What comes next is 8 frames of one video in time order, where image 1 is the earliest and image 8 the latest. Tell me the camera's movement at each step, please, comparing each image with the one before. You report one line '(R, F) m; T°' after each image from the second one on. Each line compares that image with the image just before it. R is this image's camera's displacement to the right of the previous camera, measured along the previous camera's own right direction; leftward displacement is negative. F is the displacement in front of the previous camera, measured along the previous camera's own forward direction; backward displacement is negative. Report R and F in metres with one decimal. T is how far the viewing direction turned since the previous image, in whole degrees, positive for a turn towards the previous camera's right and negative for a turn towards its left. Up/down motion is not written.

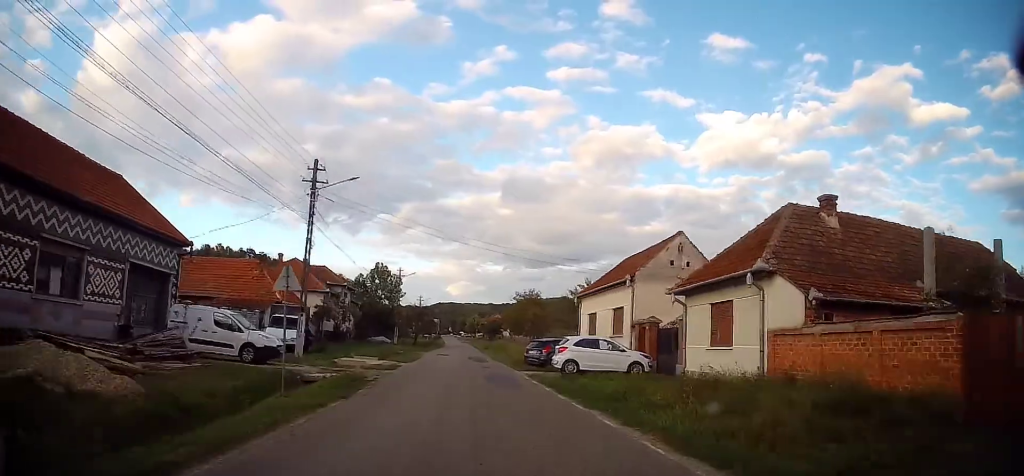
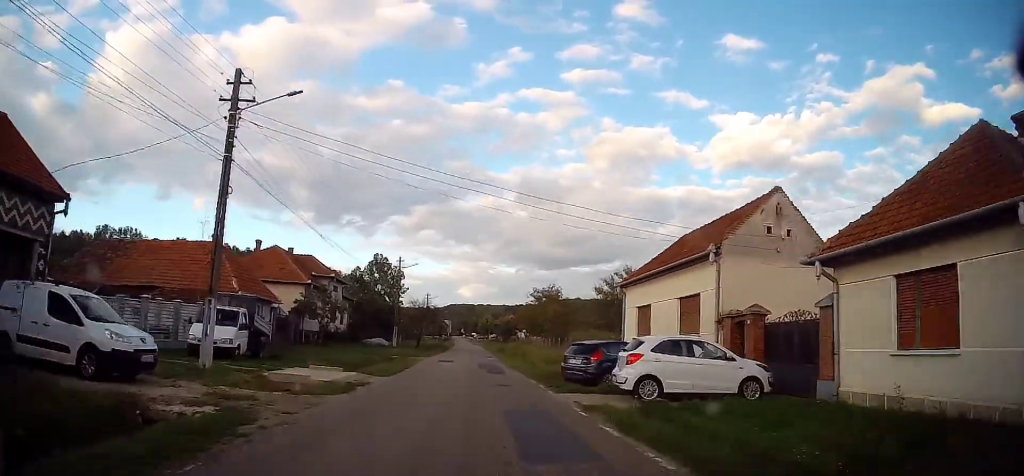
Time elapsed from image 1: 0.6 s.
(-0.5, +8.4) m; -2°
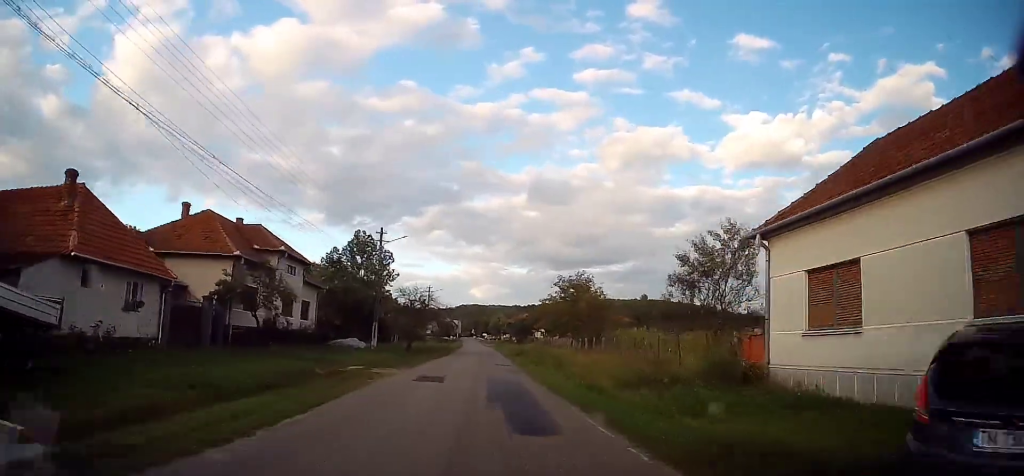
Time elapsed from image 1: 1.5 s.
(-0.4, +13.8) m; -2°
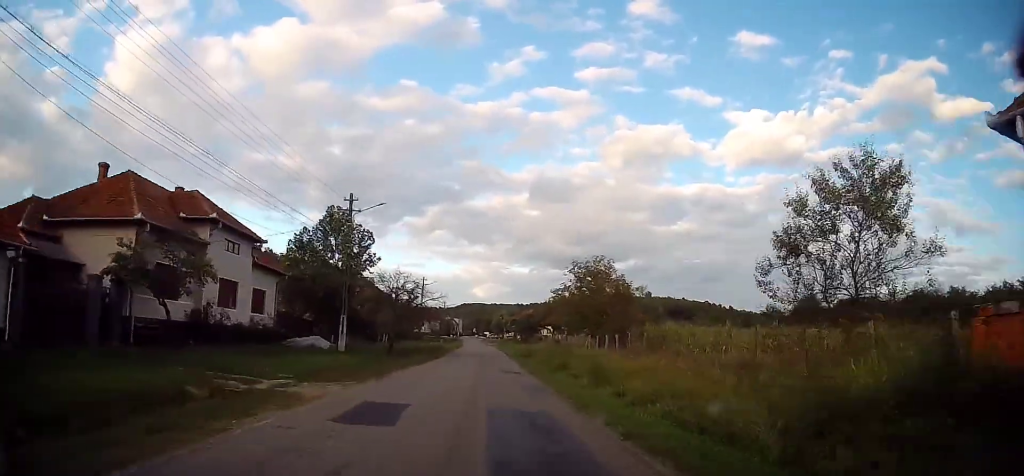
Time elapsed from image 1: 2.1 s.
(0.0, +8.6) m; 0°
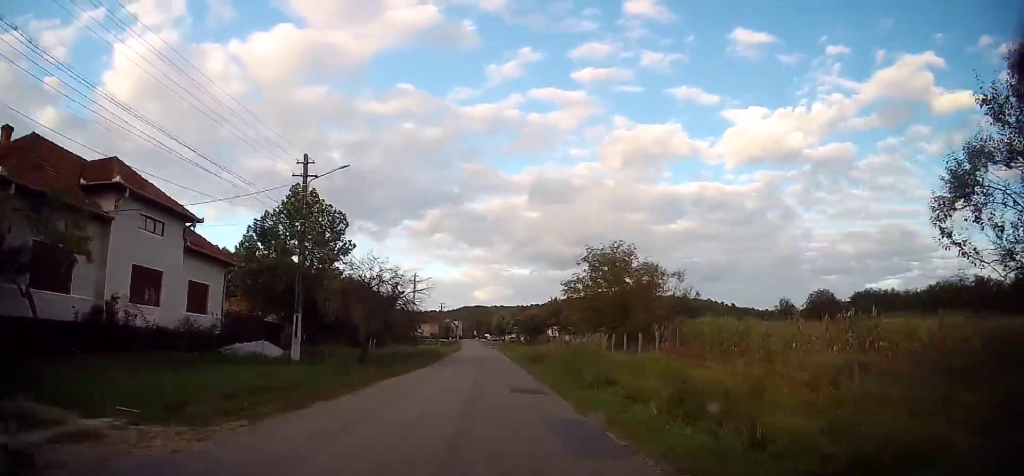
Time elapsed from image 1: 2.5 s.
(0.0, +7.0) m; -1°
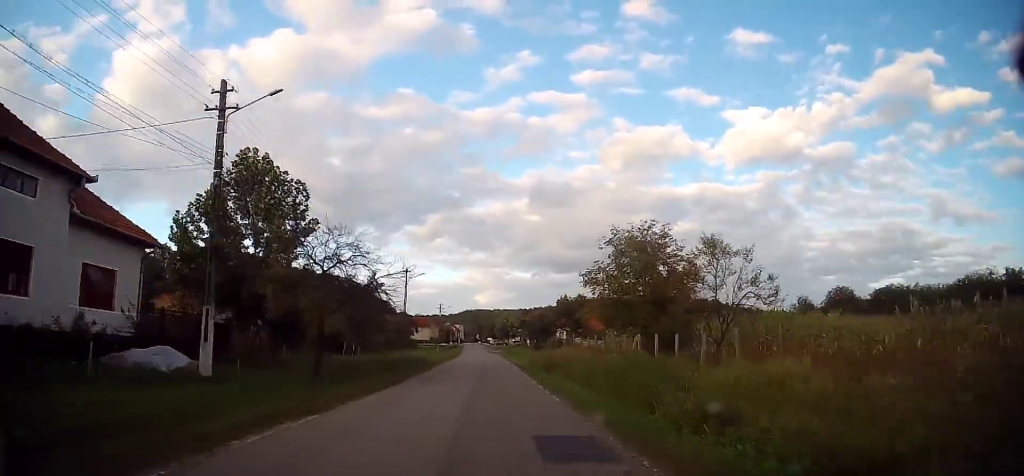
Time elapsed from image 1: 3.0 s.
(+0.1, +7.3) m; -1°
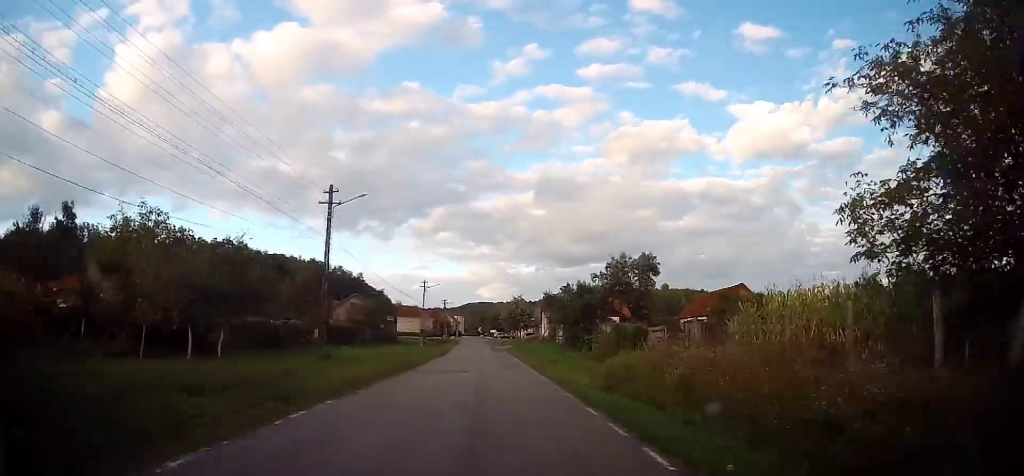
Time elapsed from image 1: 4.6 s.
(-0.1, +25.4) m; +1°
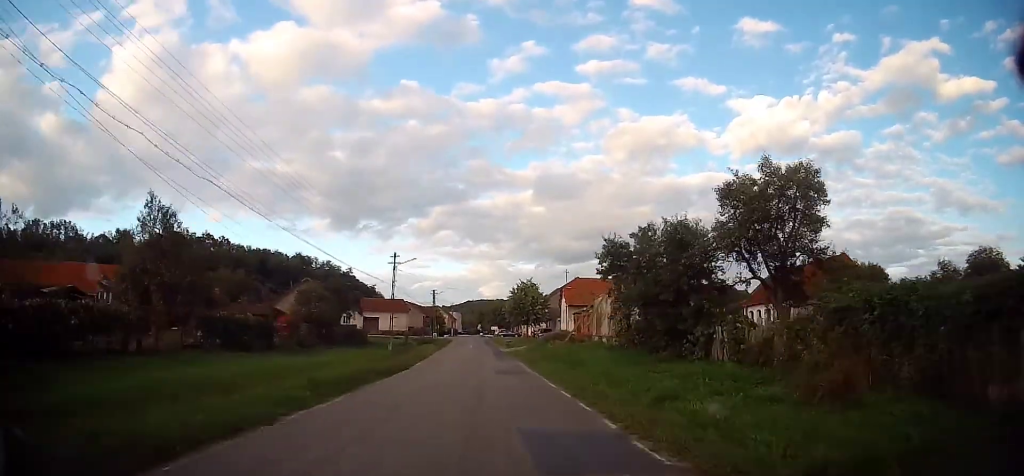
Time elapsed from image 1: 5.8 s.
(+0.2, +20.0) m; 0°
